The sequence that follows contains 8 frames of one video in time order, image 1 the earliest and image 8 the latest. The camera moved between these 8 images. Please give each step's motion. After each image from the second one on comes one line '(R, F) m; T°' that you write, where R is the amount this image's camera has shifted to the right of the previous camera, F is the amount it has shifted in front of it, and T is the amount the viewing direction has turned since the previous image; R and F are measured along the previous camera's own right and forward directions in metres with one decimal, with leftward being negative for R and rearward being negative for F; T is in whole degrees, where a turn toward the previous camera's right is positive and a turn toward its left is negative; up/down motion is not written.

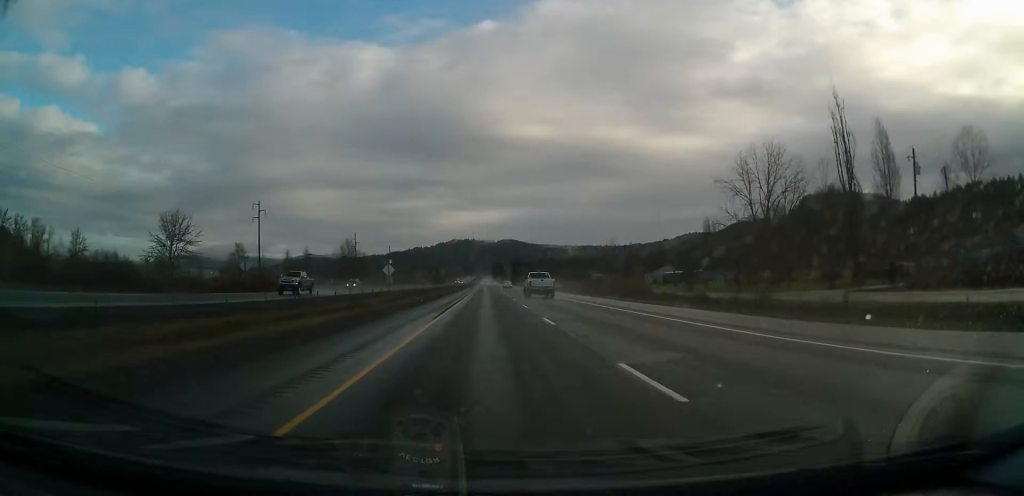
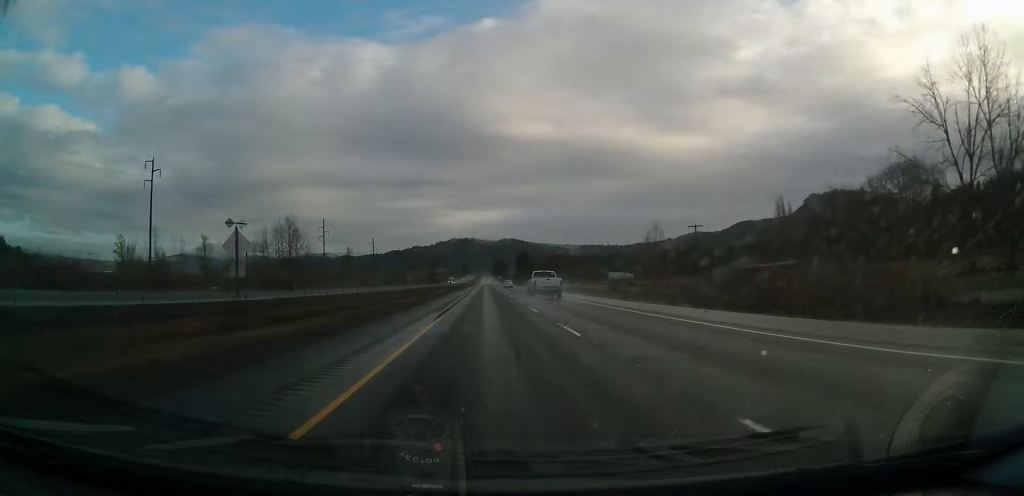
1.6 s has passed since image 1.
(0.0, +52.3) m; +1°
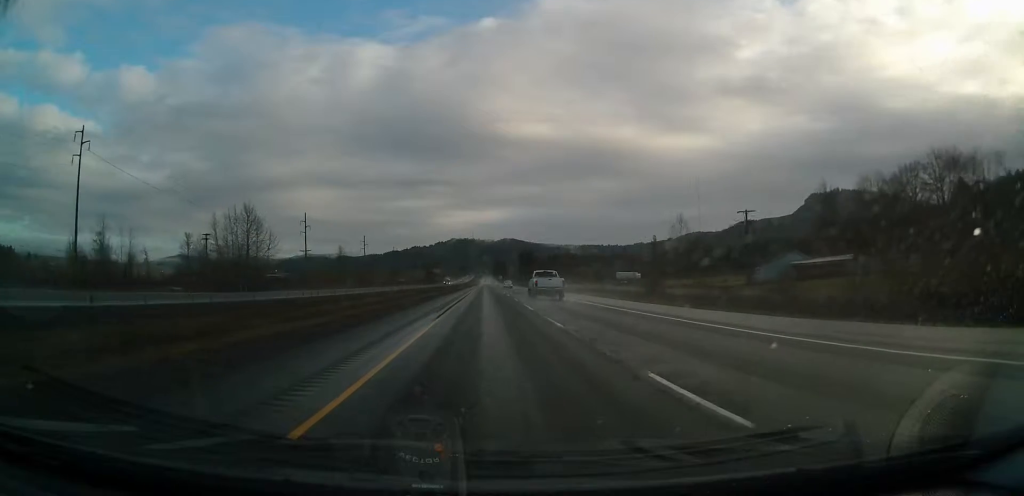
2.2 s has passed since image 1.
(+0.1, +21.2) m; 0°
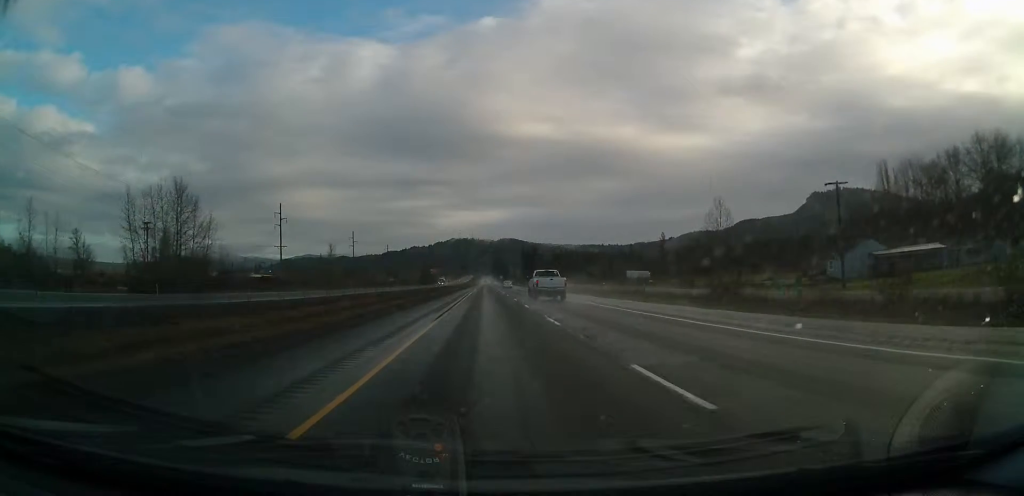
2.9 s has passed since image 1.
(0.0, +23.4) m; 0°
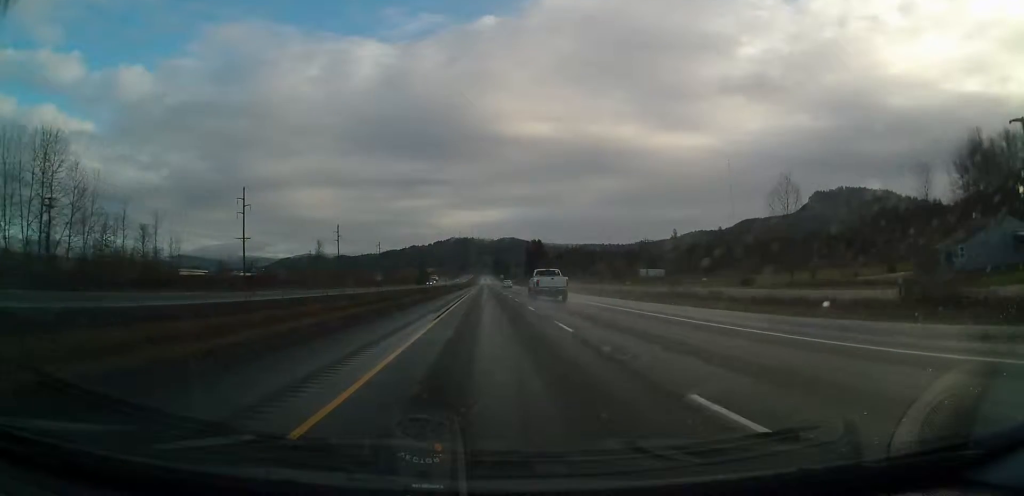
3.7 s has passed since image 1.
(-0.1, +26.7) m; -1°
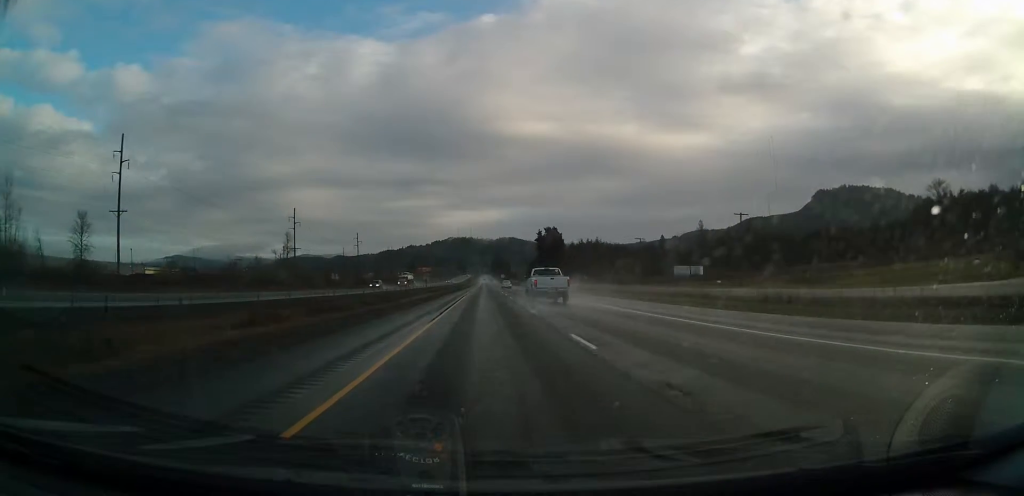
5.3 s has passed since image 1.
(-0.1, +52.3) m; +1°
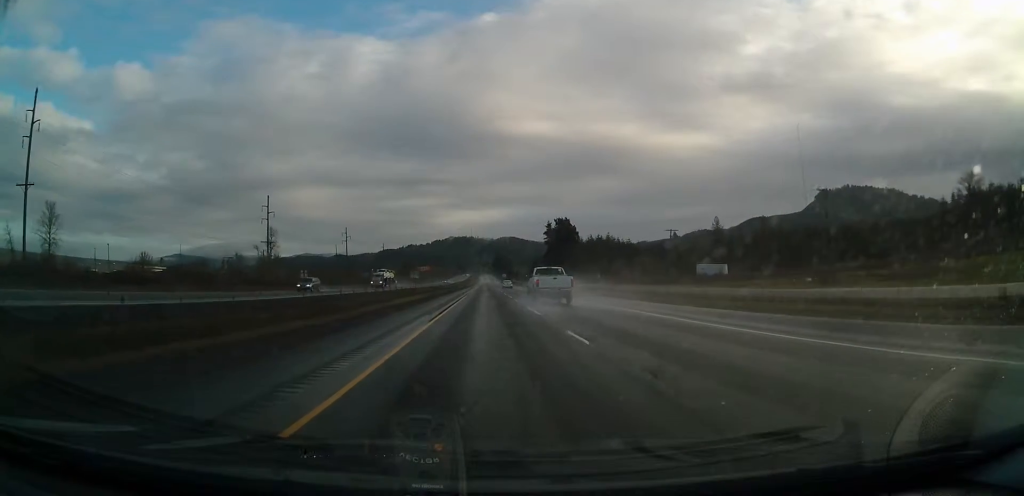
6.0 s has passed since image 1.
(+0.1, +23.3) m; 0°
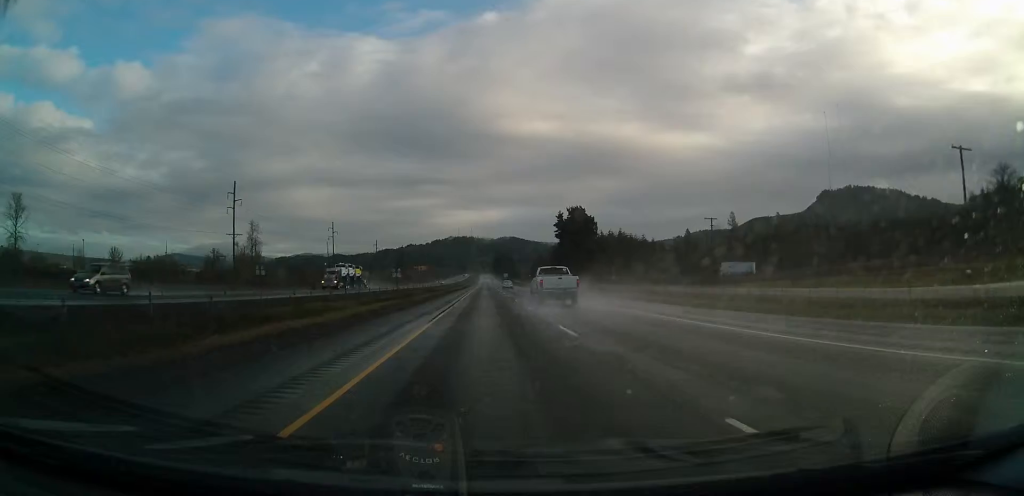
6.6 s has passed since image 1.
(0.0, +22.1) m; 0°
